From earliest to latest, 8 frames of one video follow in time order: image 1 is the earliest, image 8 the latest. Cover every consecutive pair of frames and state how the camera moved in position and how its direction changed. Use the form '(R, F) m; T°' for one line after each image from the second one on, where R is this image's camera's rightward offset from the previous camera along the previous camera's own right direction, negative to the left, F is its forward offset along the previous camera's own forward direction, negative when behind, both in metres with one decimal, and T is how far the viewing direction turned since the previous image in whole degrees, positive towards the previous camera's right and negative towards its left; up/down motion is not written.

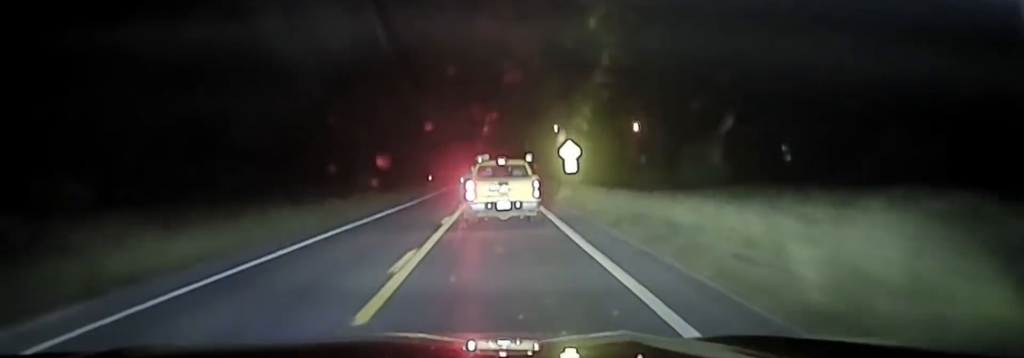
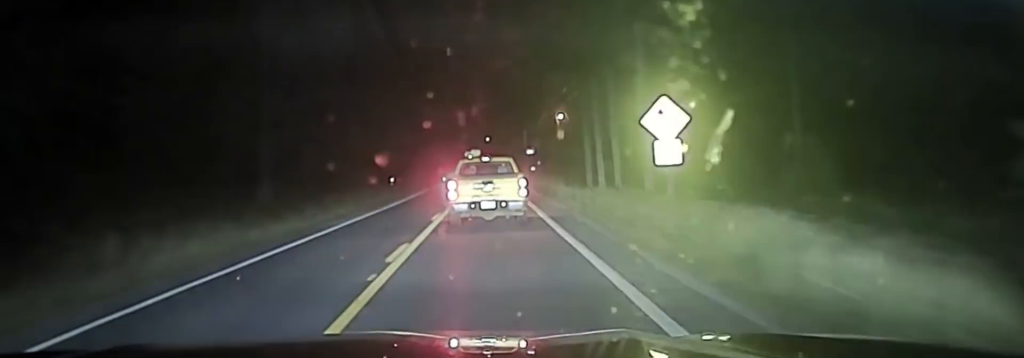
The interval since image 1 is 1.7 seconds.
(-0.2, +38.5) m; 0°
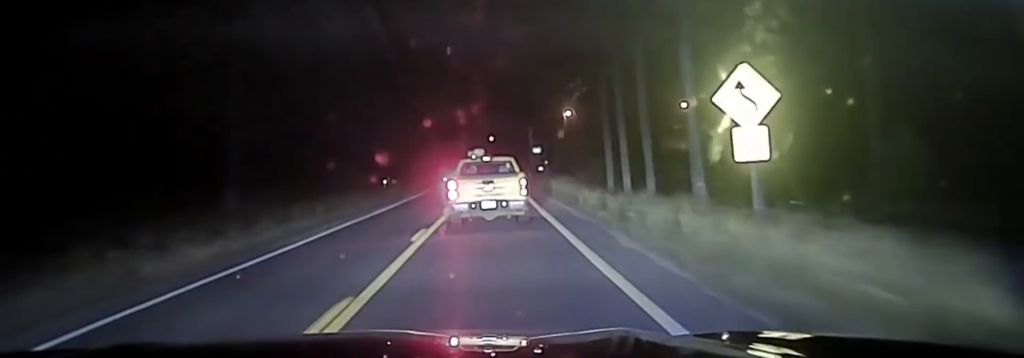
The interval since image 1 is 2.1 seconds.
(+0.1, +8.4) m; 0°
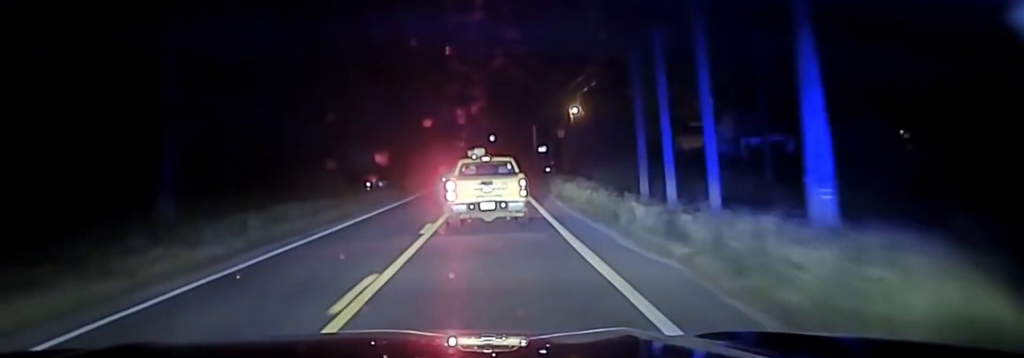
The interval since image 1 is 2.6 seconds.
(+0.1, +10.7) m; 0°
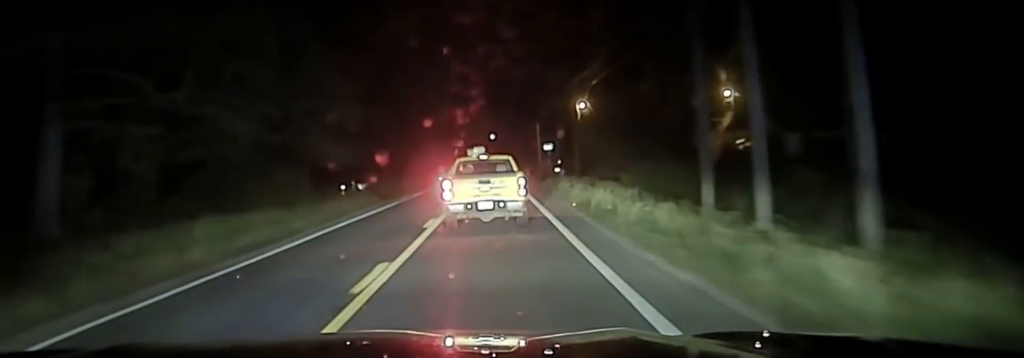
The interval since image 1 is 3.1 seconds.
(0.0, +10.2) m; 0°
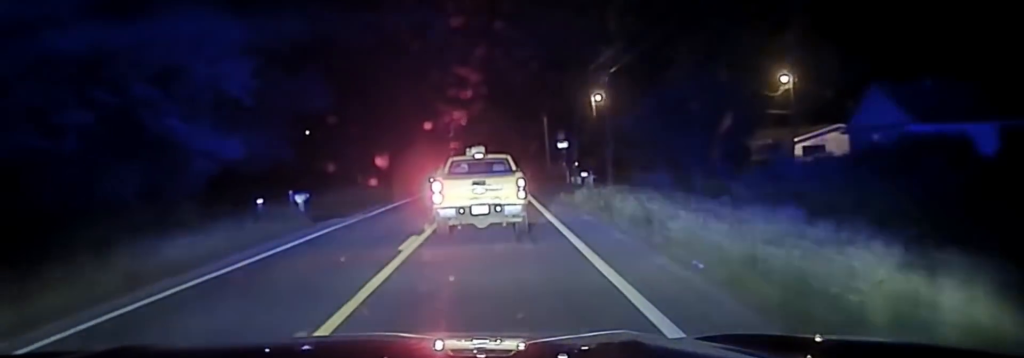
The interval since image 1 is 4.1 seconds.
(0.0, +17.5) m; 0°
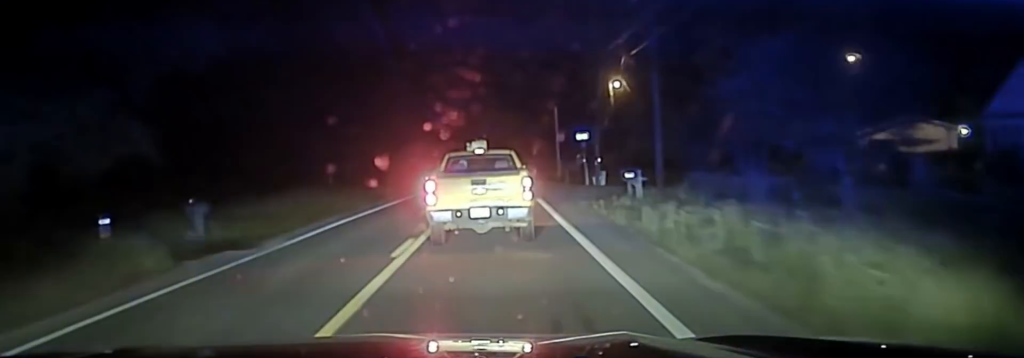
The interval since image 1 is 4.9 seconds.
(0.0, +12.7) m; -1°
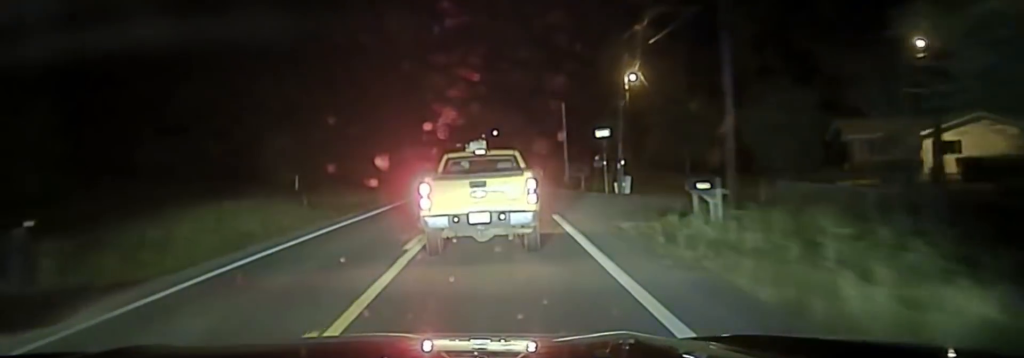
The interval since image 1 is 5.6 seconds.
(-0.1, +9.0) m; -1°
